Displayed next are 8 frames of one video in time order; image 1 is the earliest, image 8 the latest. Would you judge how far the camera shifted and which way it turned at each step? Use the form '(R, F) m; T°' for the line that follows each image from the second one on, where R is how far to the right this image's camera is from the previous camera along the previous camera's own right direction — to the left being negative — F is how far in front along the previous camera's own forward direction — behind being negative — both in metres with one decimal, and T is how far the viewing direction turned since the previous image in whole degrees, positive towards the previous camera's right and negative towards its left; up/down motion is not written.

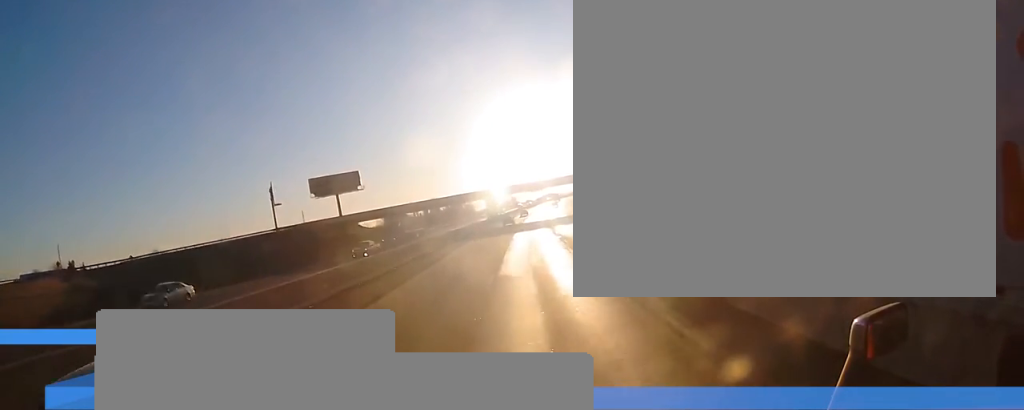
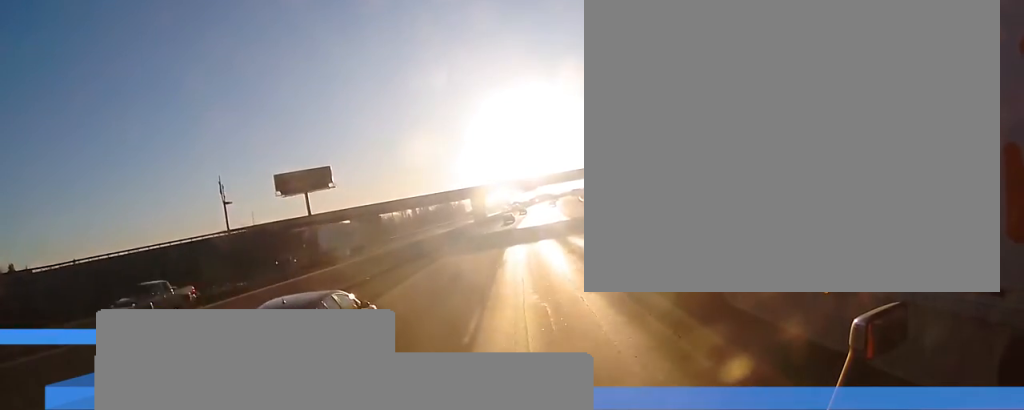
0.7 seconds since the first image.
(+0.2, +19.1) m; +1°
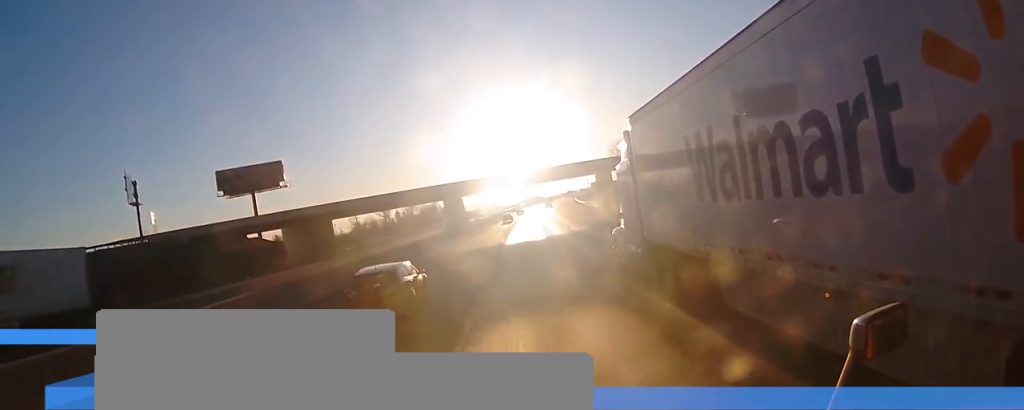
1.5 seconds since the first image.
(+0.1, +24.4) m; +1°
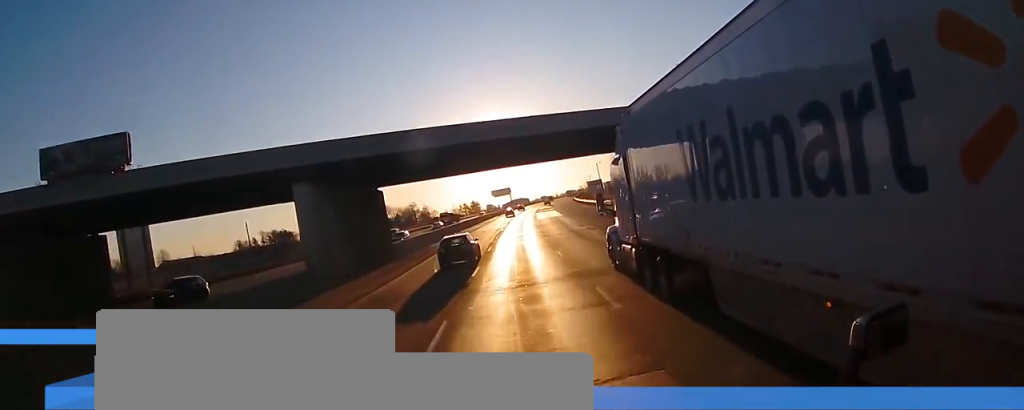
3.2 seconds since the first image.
(+0.8, +48.8) m; 0°
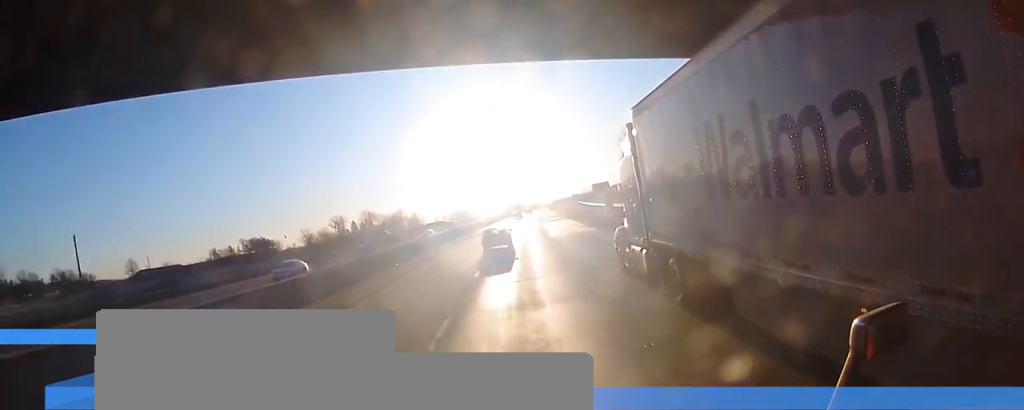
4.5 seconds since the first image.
(-0.5, +35.9) m; 0°
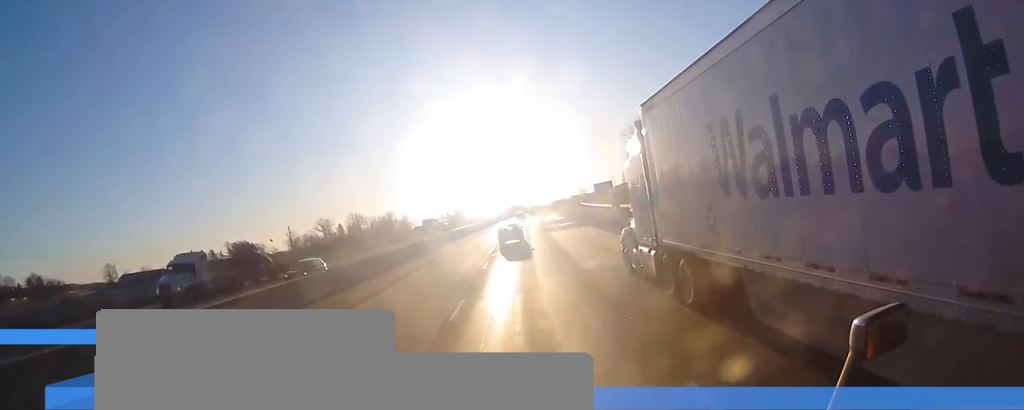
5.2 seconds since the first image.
(+0.3, +20.6) m; +1°
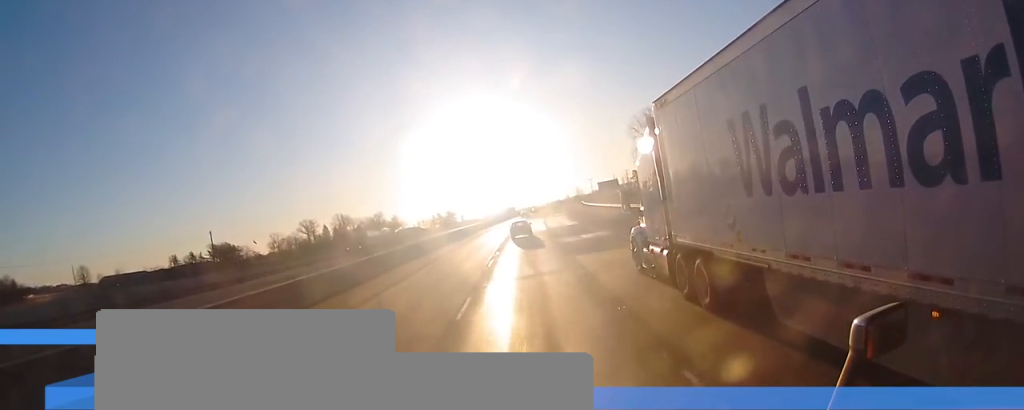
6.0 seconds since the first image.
(+0.4, +24.1) m; +1°
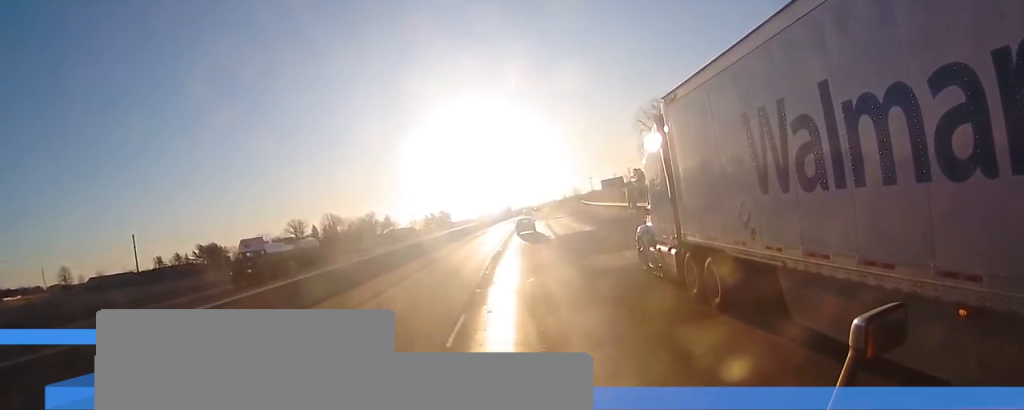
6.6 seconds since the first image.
(+0.1, +16.0) m; +1°
